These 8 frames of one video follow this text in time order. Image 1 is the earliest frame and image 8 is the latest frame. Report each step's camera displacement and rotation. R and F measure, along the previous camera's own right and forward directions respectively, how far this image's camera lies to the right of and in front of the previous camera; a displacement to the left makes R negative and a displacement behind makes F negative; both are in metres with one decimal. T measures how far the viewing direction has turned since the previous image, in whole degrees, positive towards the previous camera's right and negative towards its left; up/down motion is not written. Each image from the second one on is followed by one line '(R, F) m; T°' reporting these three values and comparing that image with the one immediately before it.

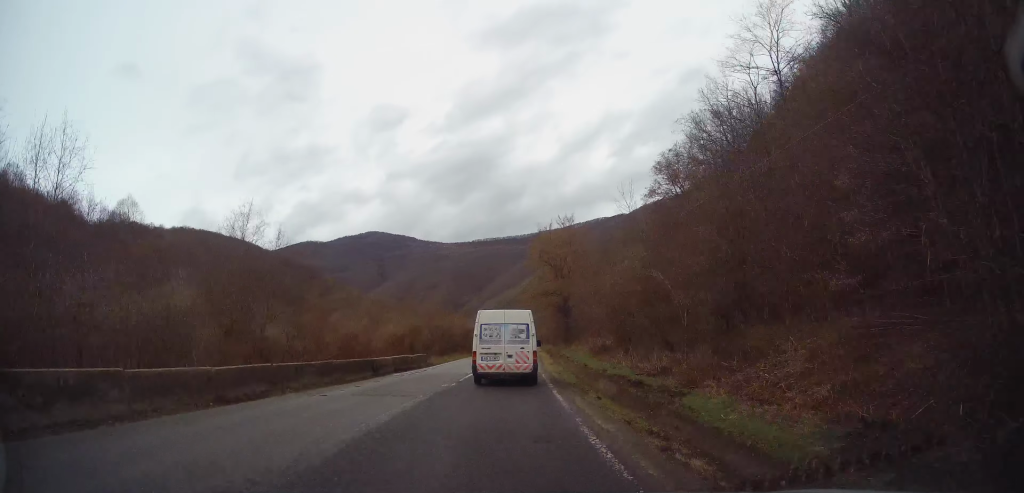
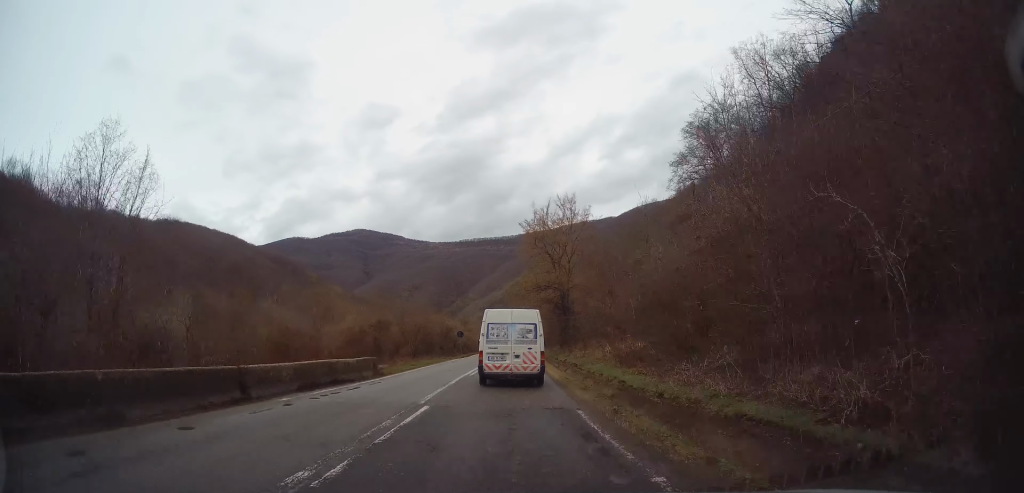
(+0.4, +11.9) m; +1°
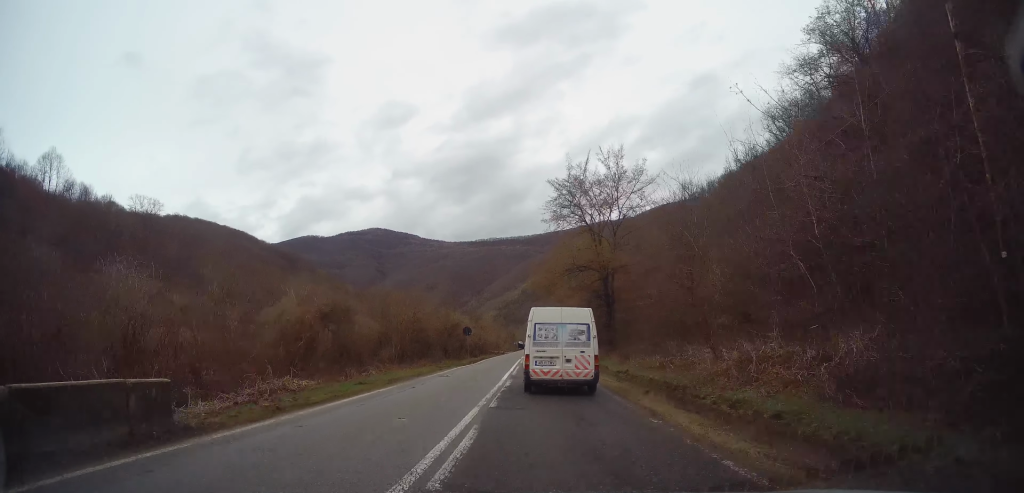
(-0.2, +16.9) m; 0°
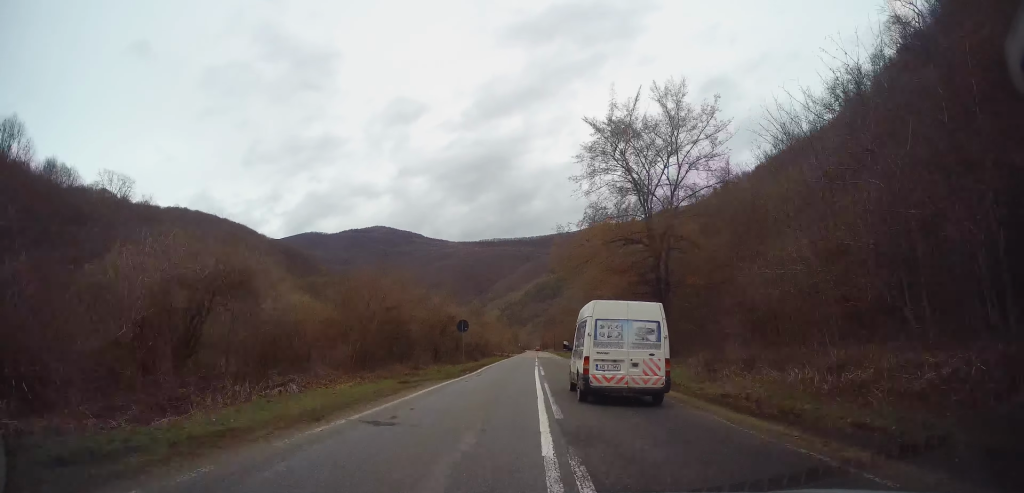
(+0.1, +13.8) m; +1°
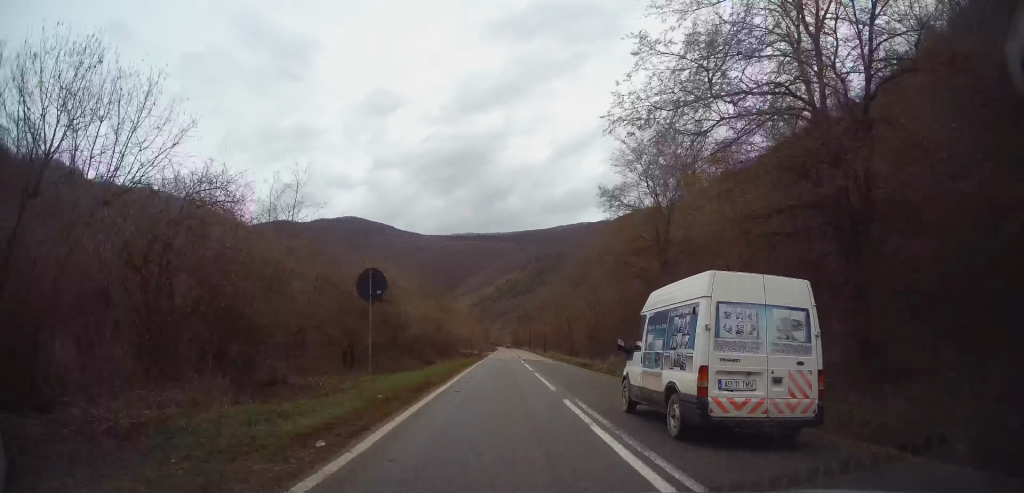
(+0.3, +21.3) m; +1°
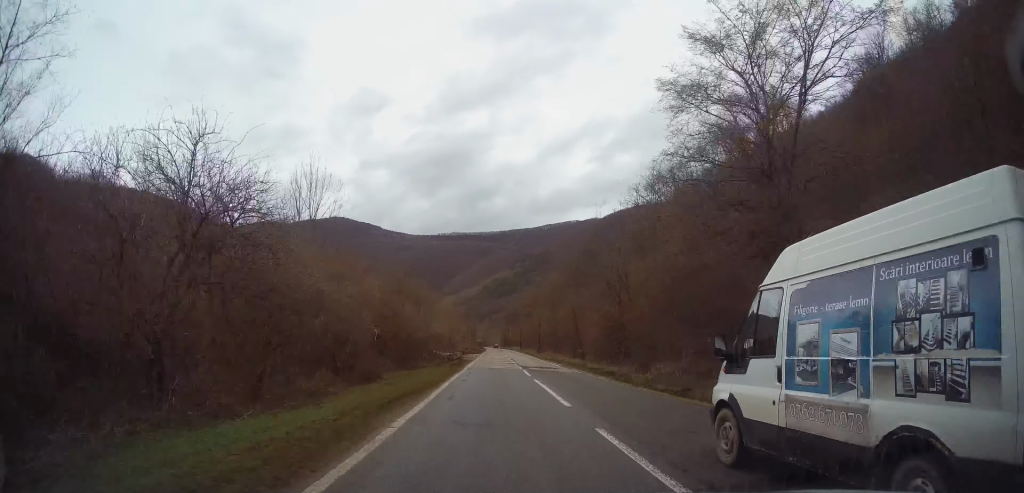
(+0.1, +15.4) m; +1°
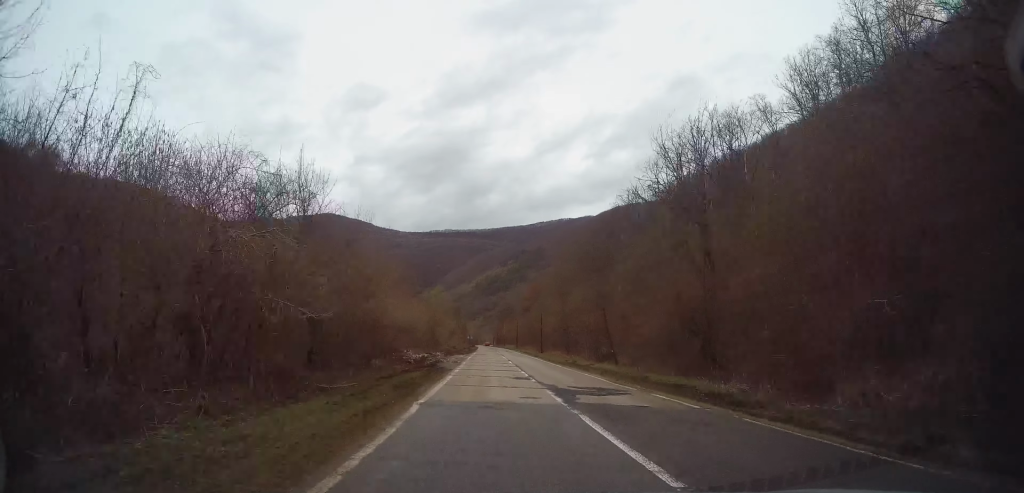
(+0.2, +18.0) m; +1°
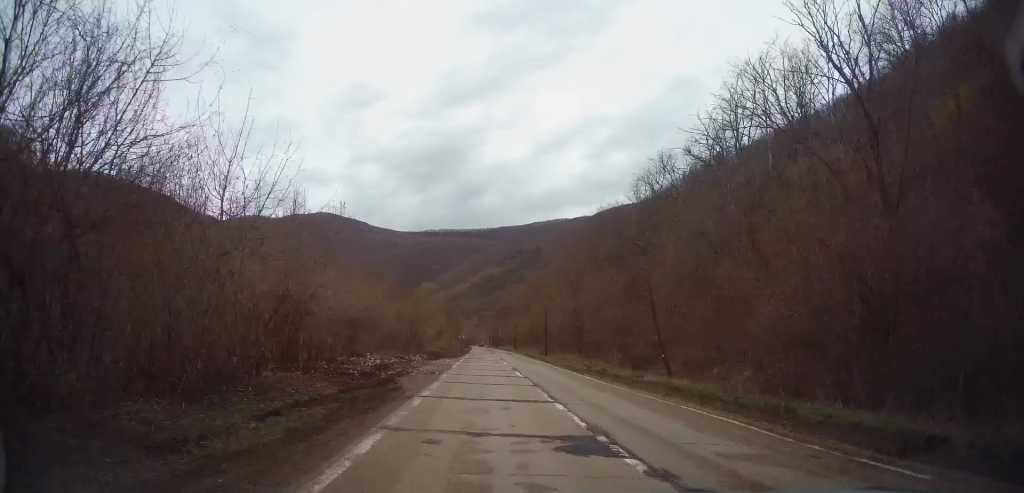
(+0.1, +13.2) m; +1°
